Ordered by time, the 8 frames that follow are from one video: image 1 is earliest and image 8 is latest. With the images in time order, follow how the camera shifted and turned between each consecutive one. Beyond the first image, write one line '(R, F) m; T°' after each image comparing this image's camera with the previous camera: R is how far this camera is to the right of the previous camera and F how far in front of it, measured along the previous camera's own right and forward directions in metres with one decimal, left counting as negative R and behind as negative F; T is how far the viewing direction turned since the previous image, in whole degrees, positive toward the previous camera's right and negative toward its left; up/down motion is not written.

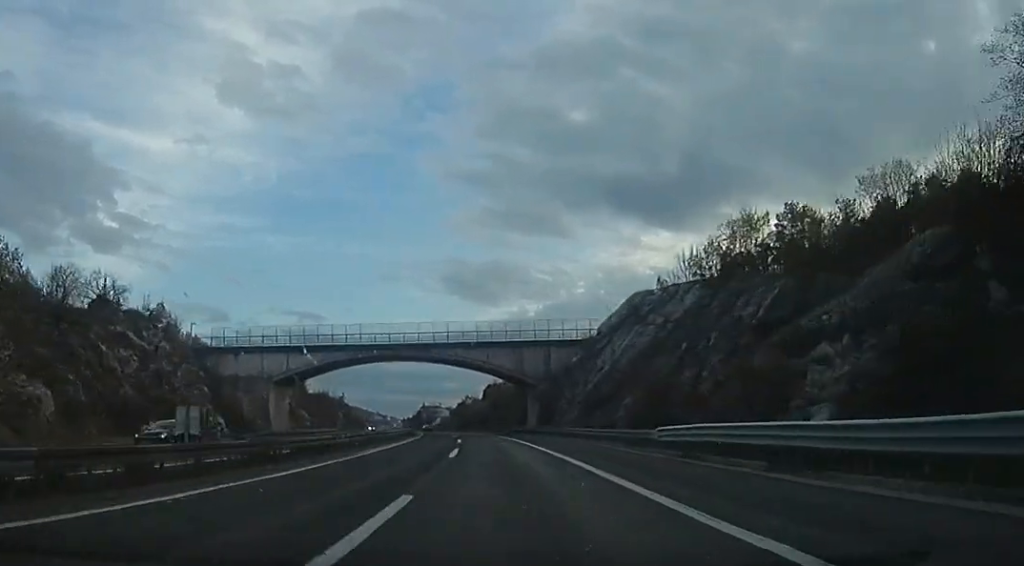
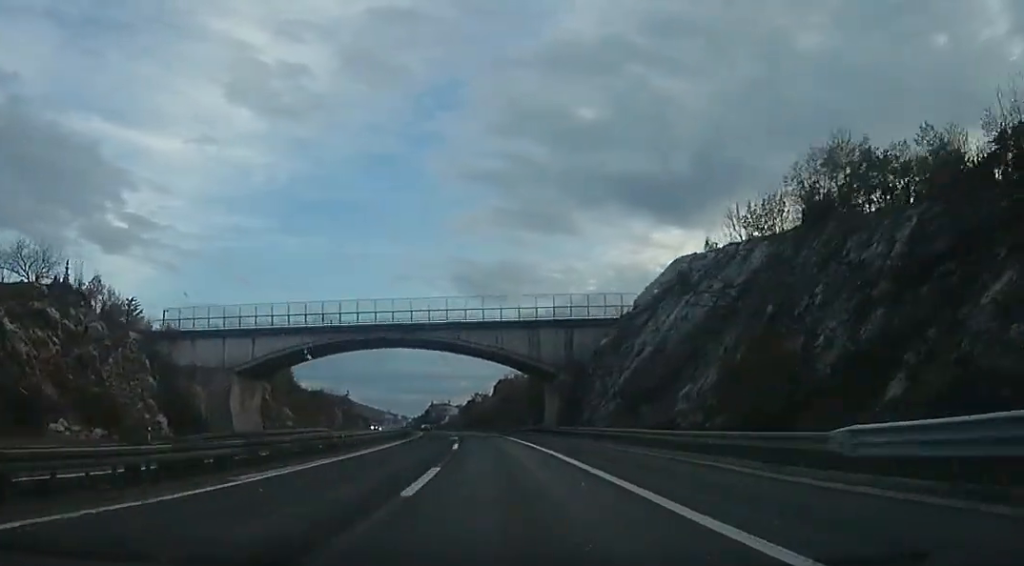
(0.0, +11.9) m; -2°
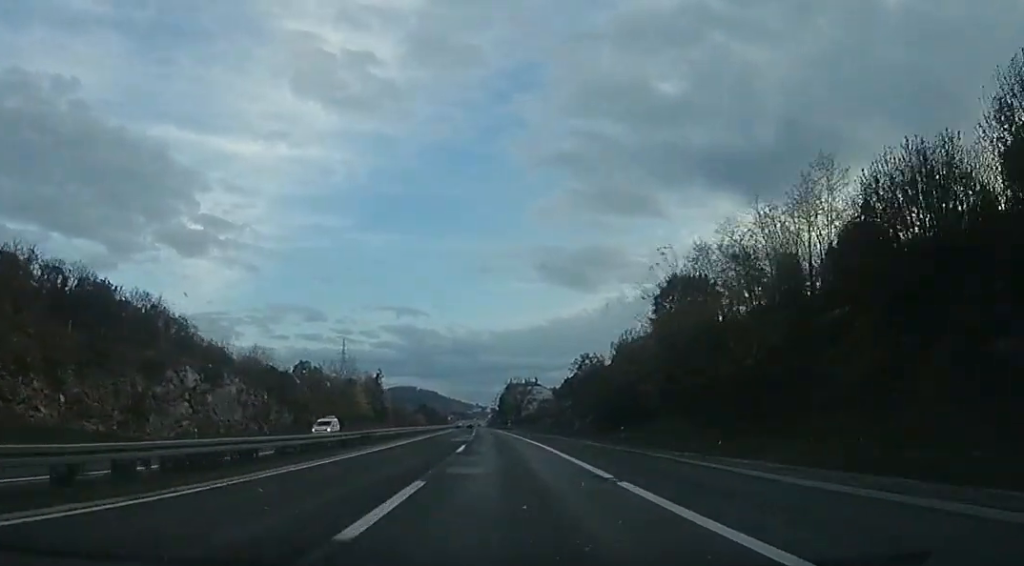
(-7.0, +94.3) m; -8°
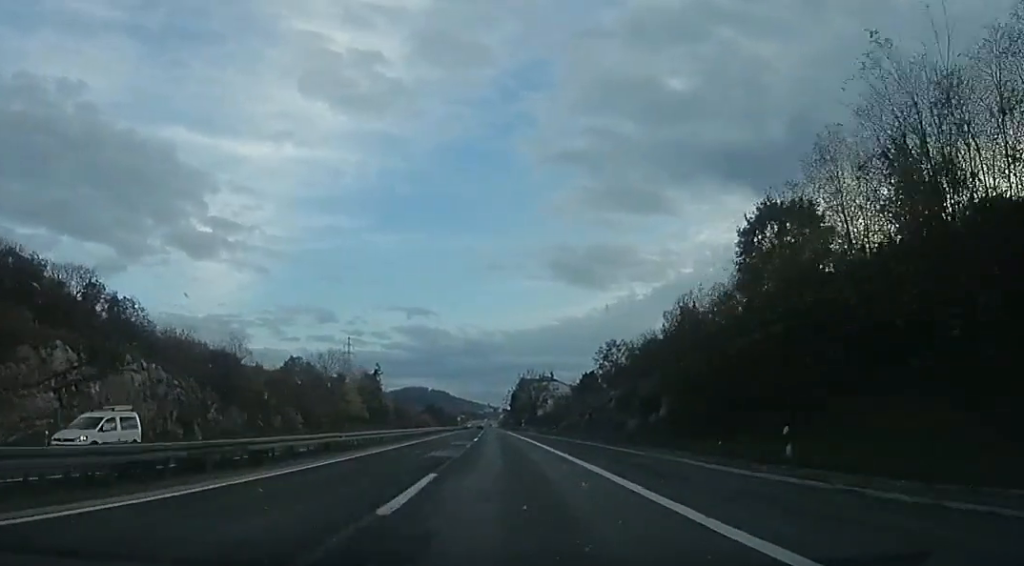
(-0.1, +16.9) m; -2°
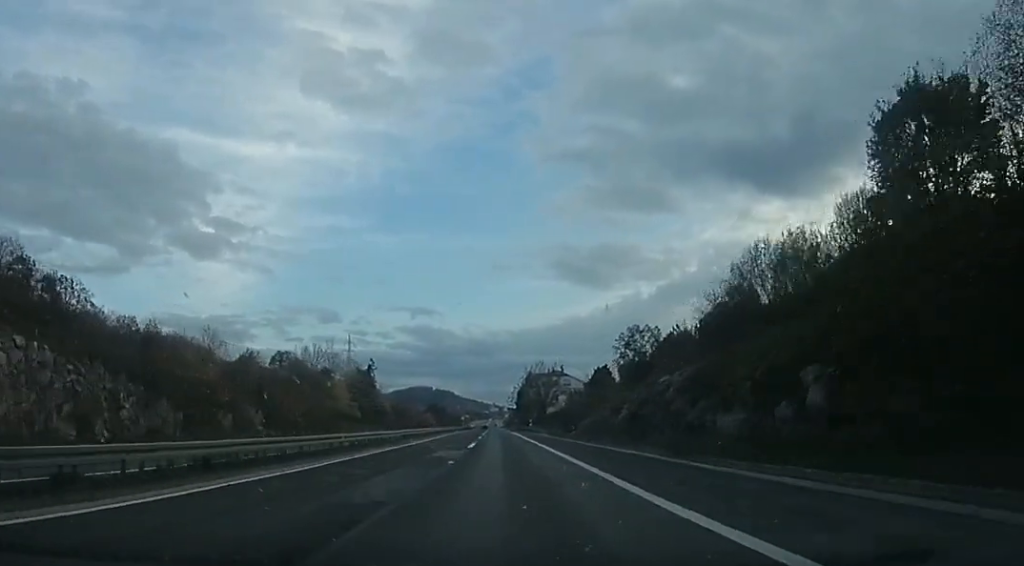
(-0.4, +13.1) m; -1°
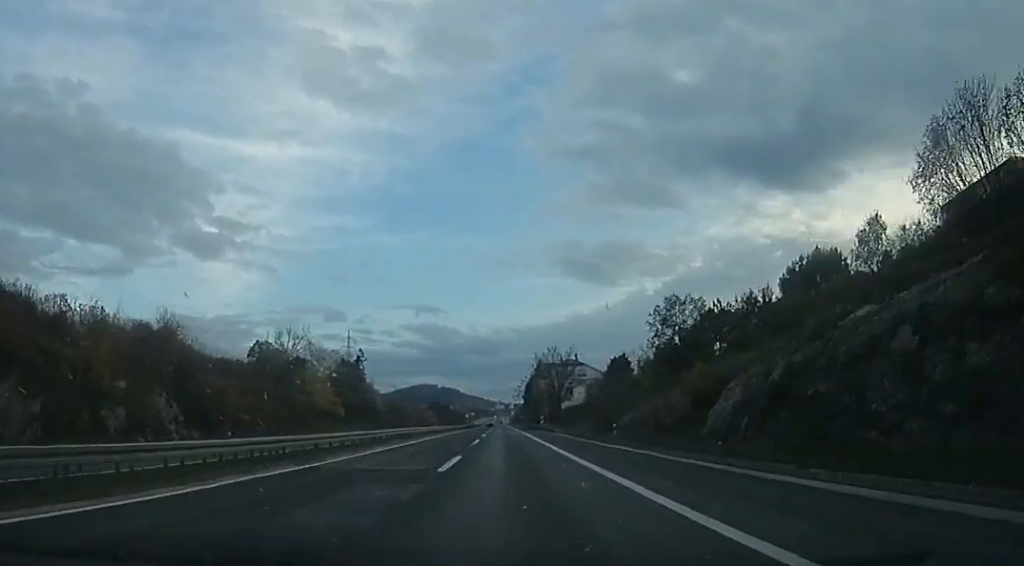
(-0.3, +16.5) m; -1°
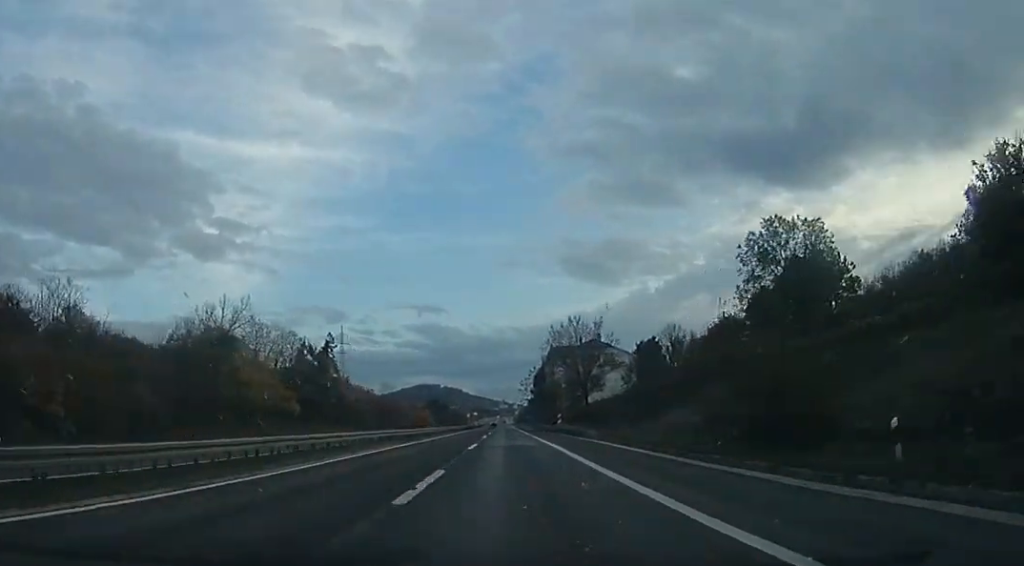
(+0.3, +24.8) m; +1°
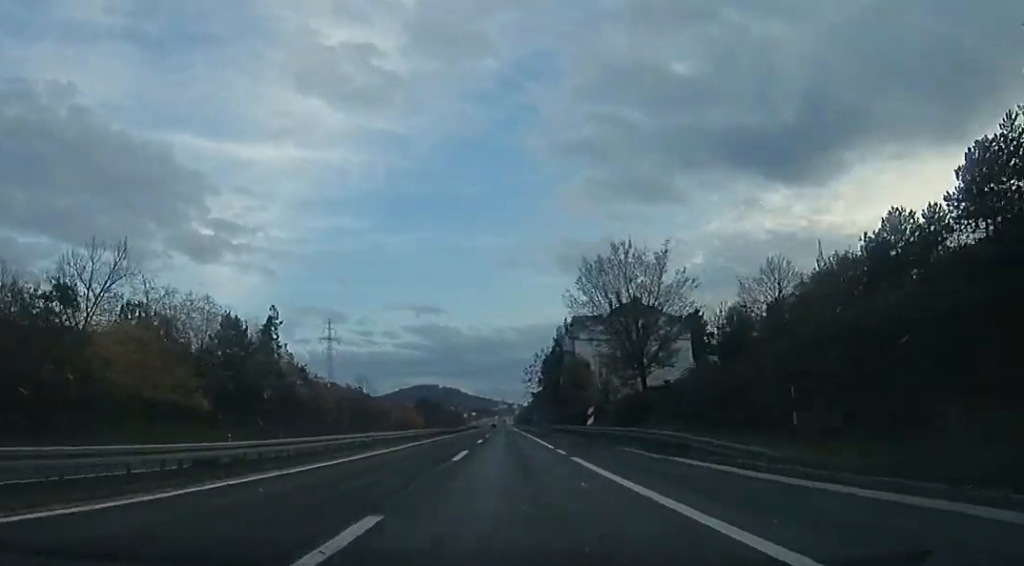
(0.0, +25.6) m; 0°
